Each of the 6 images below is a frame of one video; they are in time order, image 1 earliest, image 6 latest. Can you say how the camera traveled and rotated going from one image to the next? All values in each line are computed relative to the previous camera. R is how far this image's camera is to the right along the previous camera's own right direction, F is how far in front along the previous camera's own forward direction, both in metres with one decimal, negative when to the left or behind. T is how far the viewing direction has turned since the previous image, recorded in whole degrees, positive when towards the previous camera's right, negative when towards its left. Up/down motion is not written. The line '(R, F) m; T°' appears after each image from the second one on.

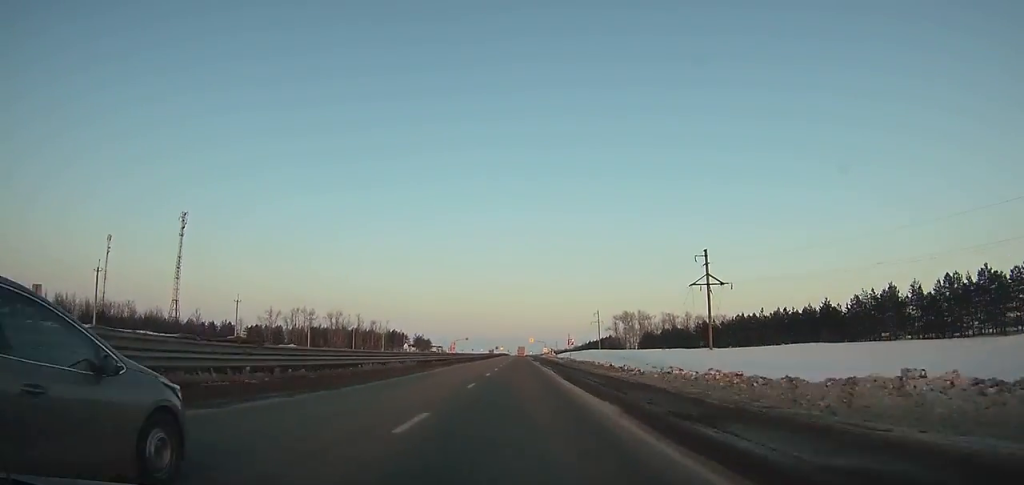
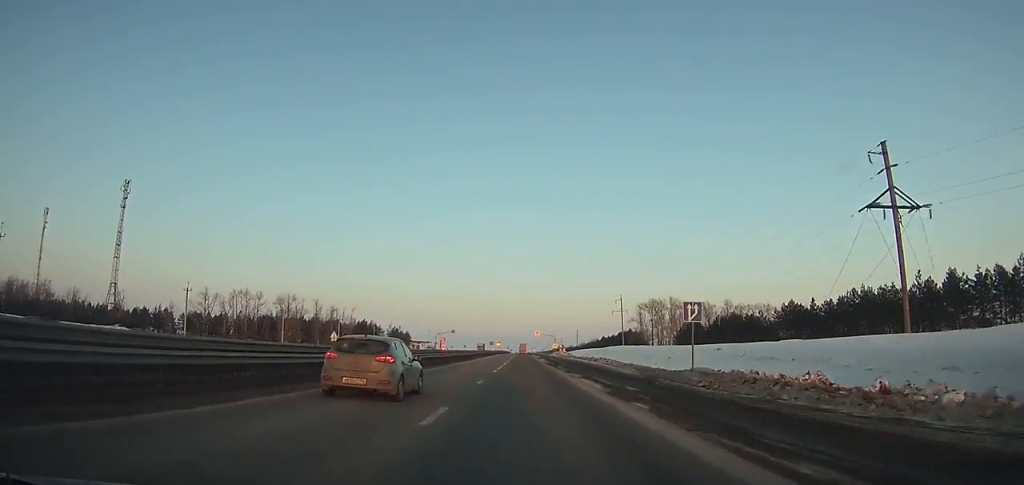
(0.0, +62.1) m; 0°
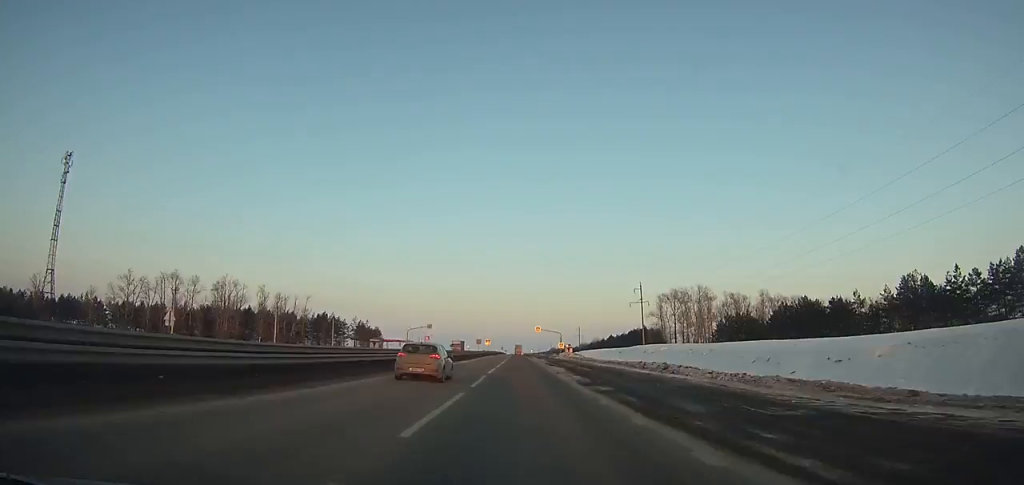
(0.0, +44.5) m; 0°
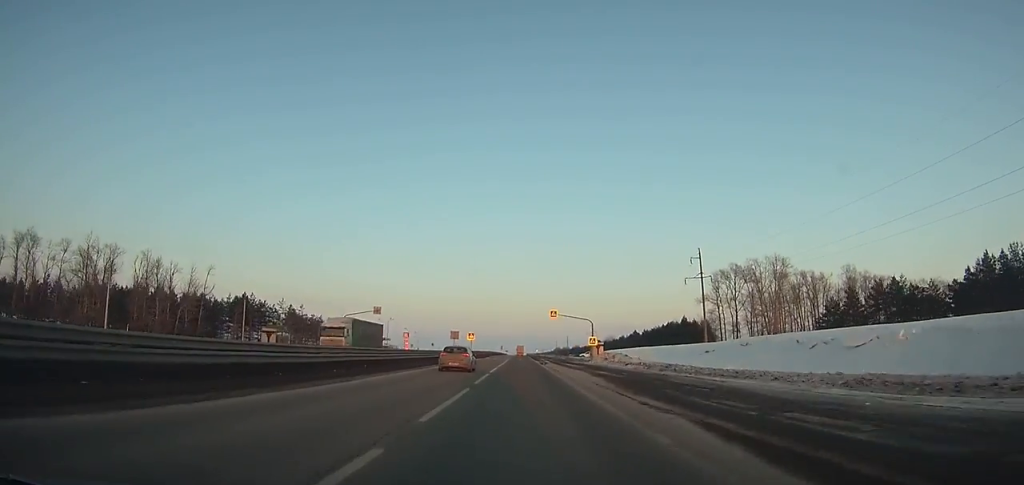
(+0.1, +58.8) m; 0°
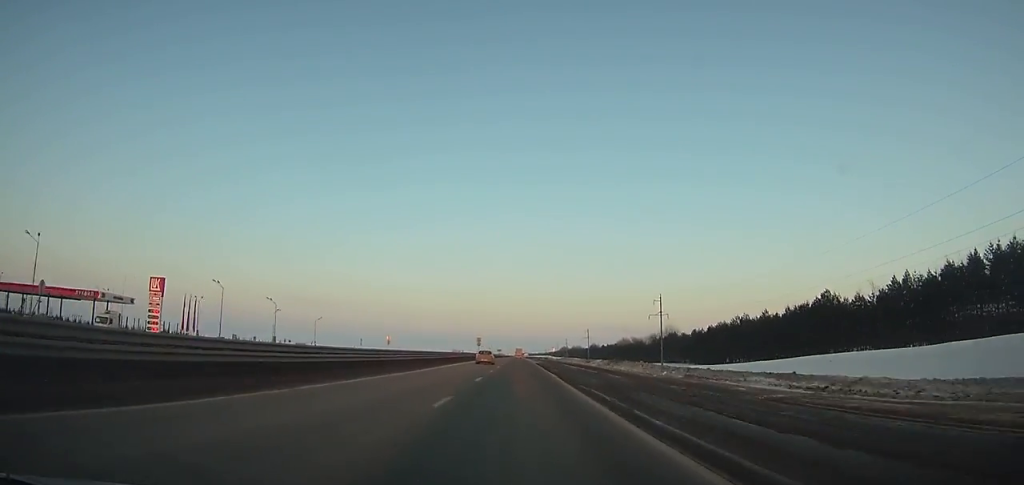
(-0.7, +157.9) m; 0°
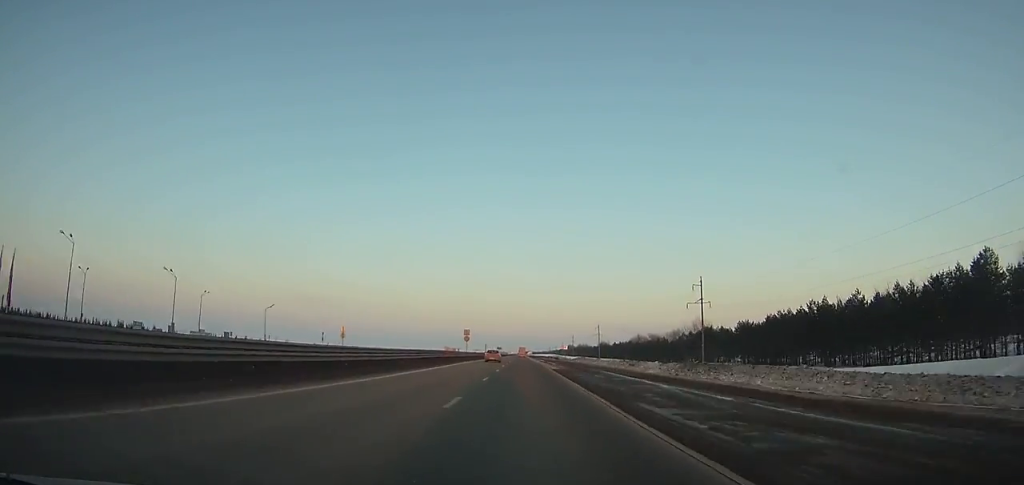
(-0.1, +36.0) m; 0°
